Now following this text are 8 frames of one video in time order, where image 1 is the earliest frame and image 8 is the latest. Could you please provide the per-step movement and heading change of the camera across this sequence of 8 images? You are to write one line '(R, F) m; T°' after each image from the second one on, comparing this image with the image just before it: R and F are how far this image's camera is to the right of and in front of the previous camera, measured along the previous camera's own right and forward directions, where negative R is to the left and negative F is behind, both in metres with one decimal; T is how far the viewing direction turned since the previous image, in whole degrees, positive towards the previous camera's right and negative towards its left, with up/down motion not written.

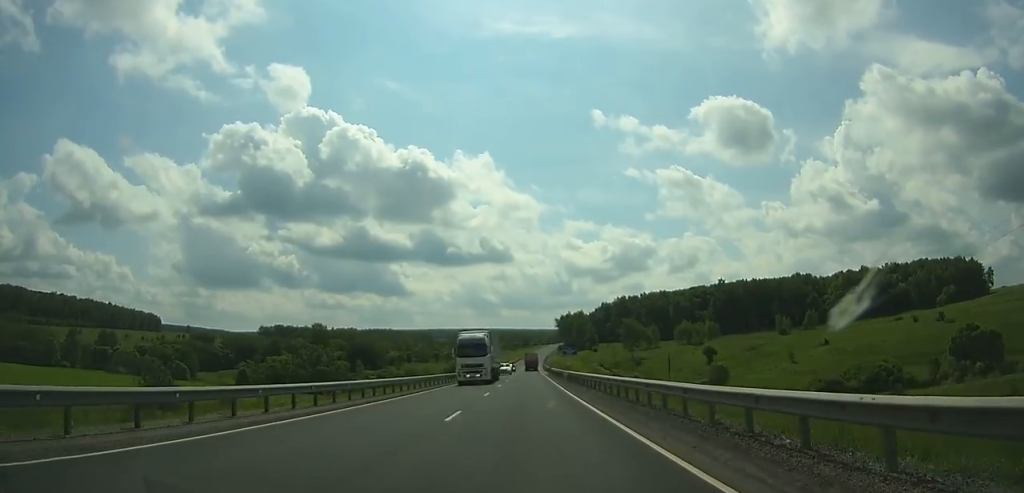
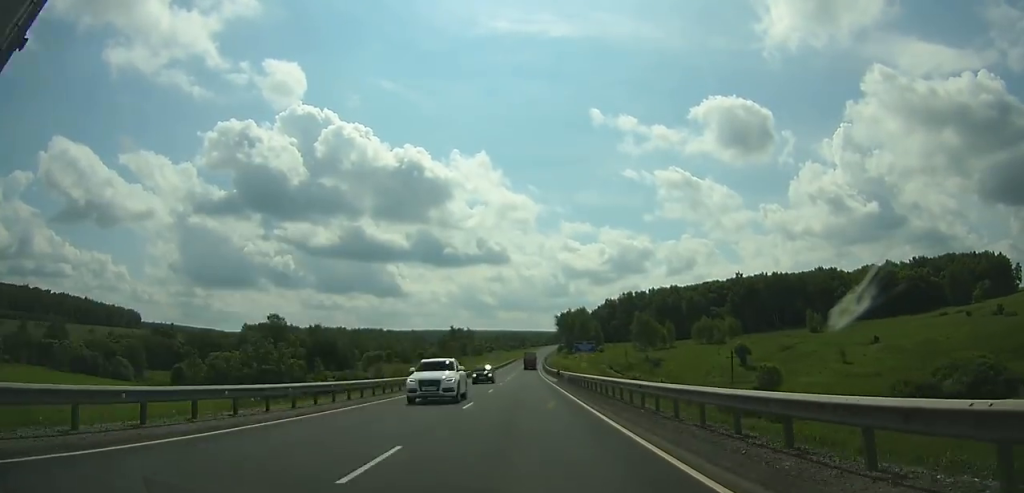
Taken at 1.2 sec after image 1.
(0.0, +30.4) m; 0°
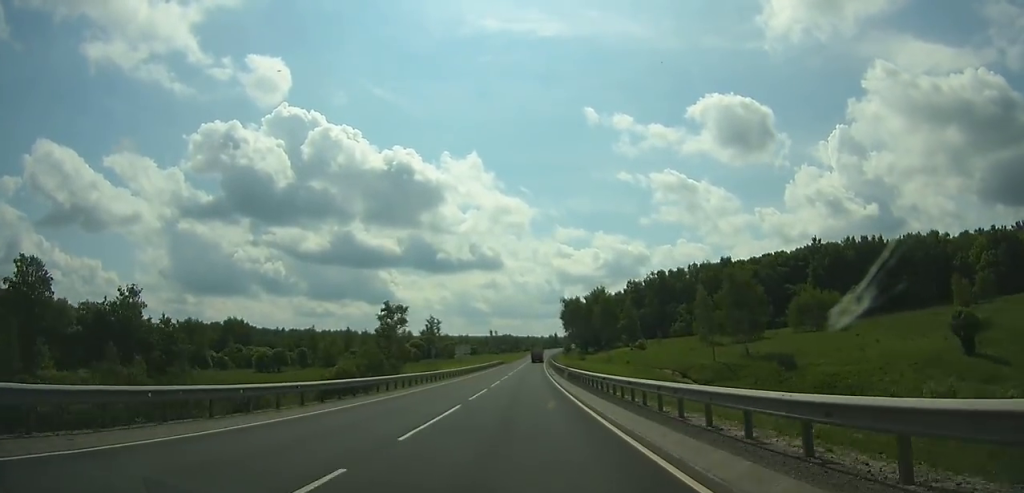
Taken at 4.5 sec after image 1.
(+0.3, +84.2) m; +1°
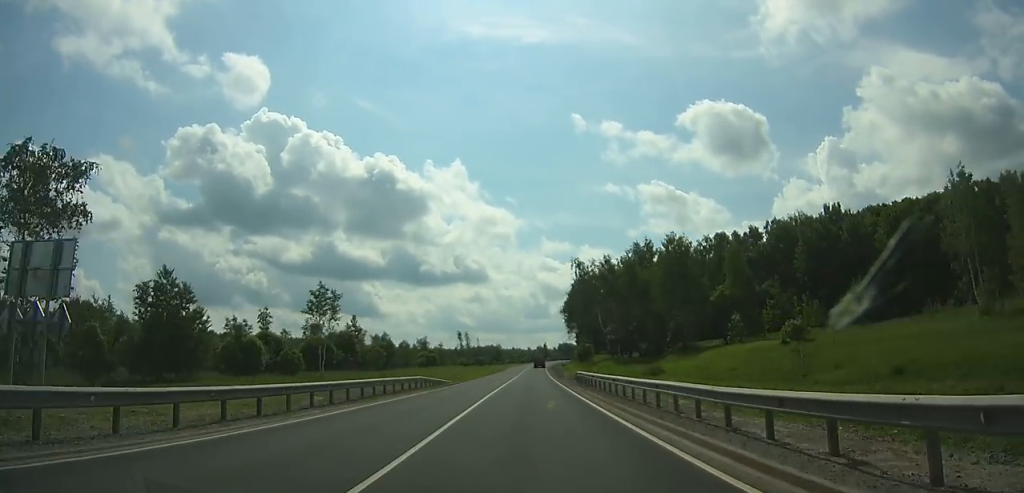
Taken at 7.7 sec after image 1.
(+0.8, +79.8) m; +1°
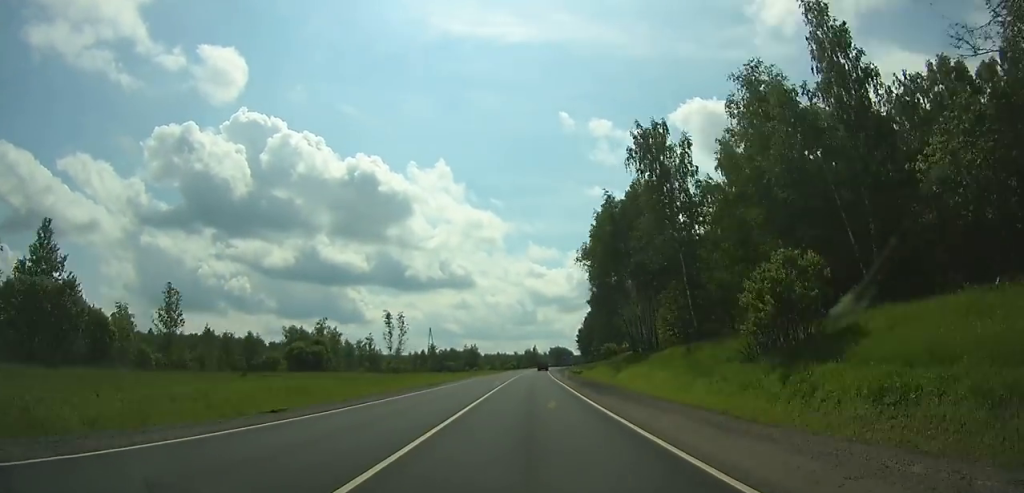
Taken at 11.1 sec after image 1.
(+1.3, +86.5) m; +1°
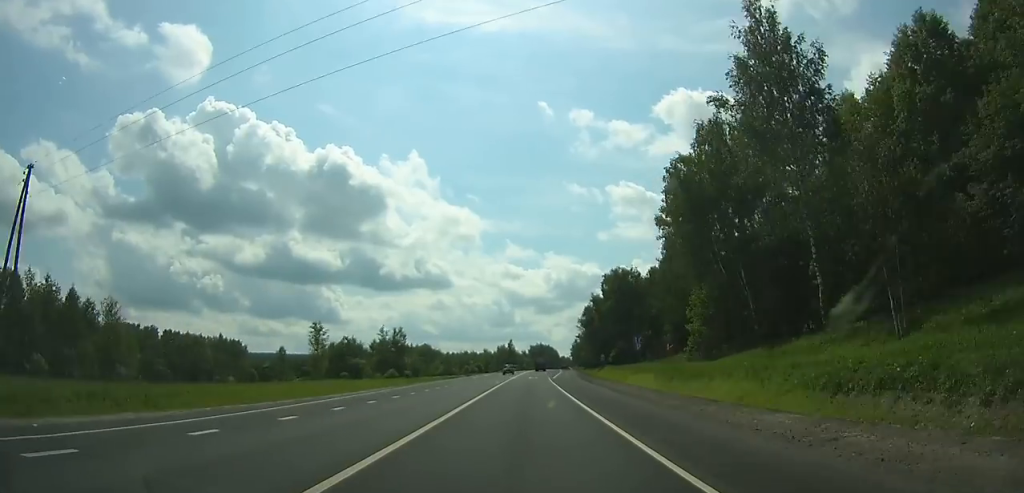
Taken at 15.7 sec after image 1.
(+1.5, +120.1) m; +2°
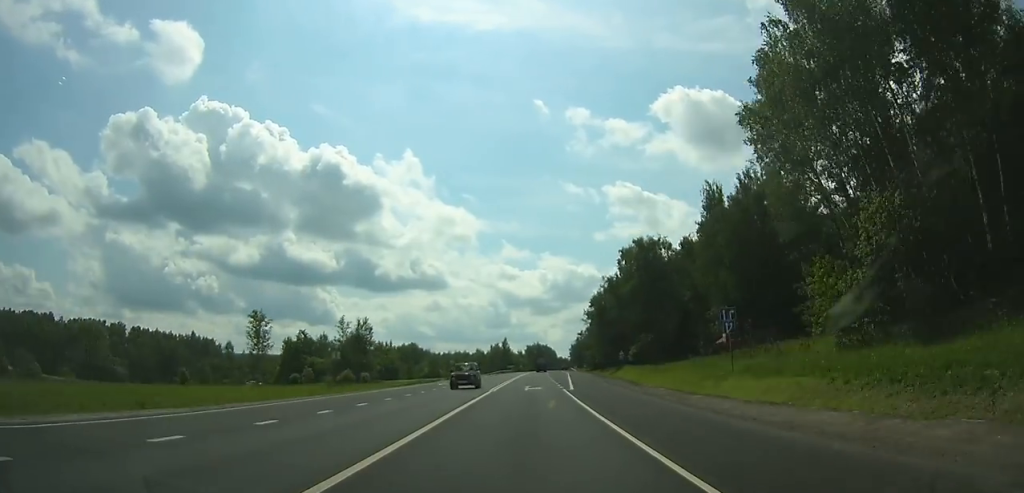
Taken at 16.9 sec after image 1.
(+0.2, +32.3) m; +1°
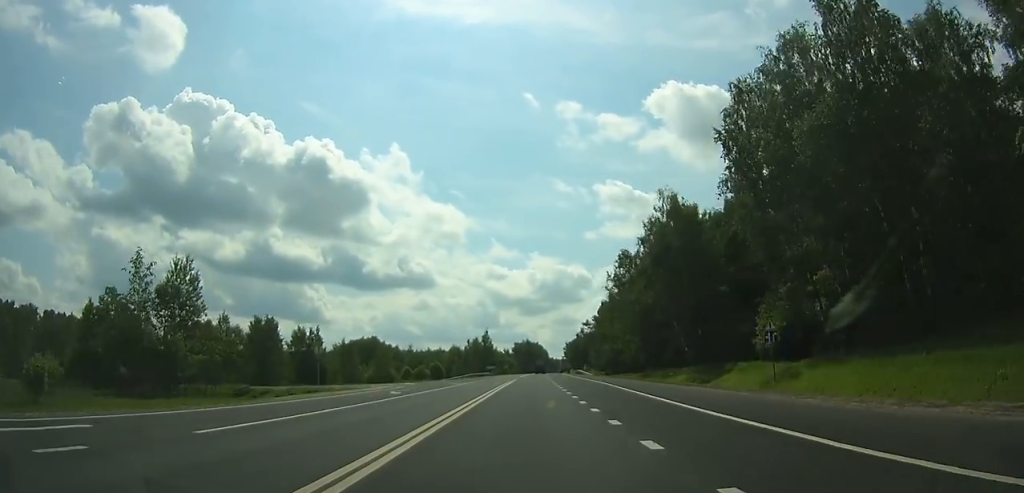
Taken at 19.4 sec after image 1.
(+0.5, +67.8) m; +1°
